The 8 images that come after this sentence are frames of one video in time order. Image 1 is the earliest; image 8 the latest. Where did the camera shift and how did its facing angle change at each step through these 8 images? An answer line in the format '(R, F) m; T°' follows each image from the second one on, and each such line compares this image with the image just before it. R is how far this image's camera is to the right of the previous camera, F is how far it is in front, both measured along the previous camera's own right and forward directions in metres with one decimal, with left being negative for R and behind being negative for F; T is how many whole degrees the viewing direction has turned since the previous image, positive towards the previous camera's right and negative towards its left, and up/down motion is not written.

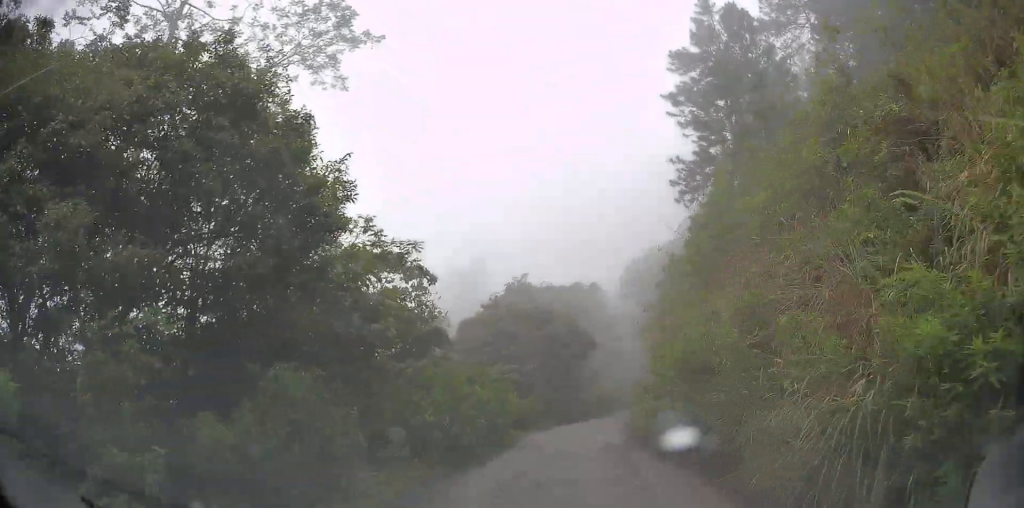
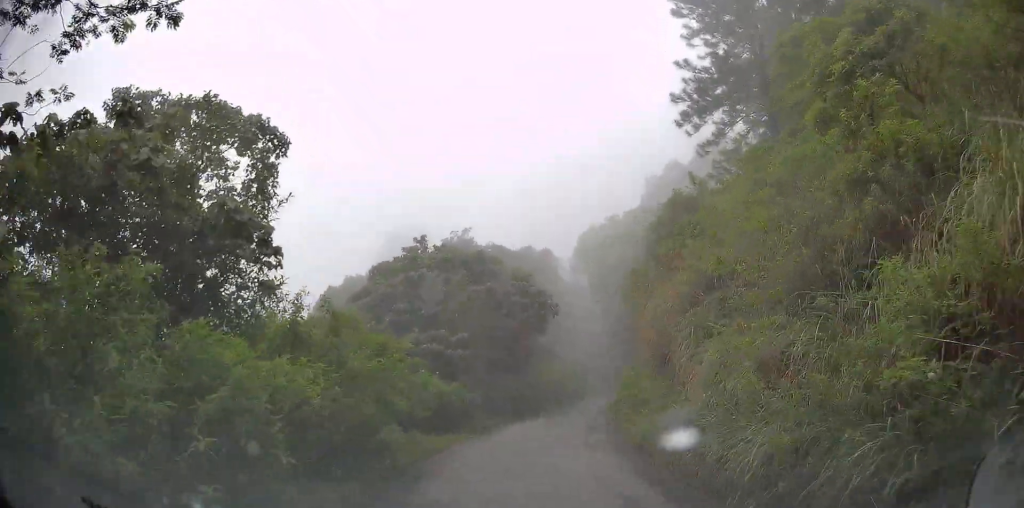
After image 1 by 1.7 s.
(+0.4, +10.6) m; +2°
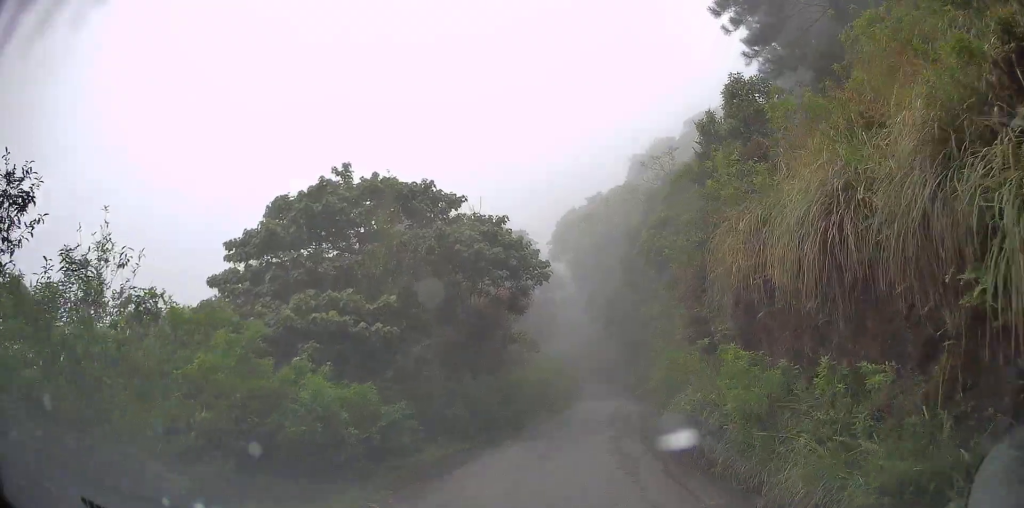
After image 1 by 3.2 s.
(0.0, +9.3) m; +6°
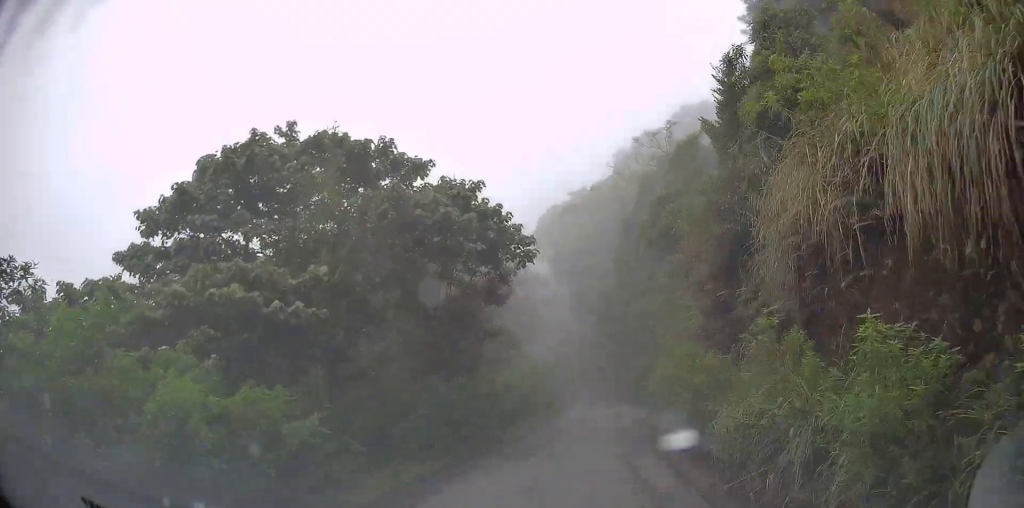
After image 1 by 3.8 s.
(+0.2, +3.3) m; +4°
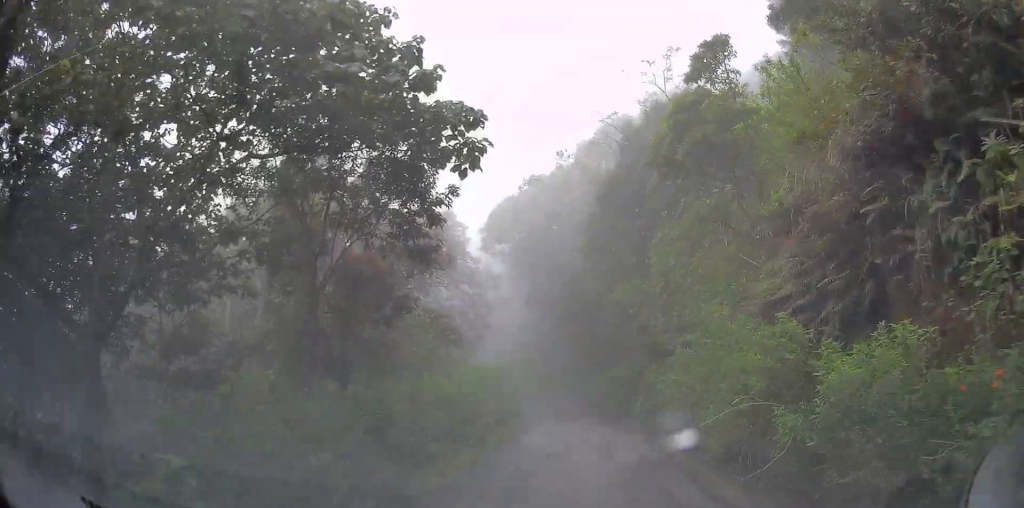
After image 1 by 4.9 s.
(+0.7, +7.0) m; +5°
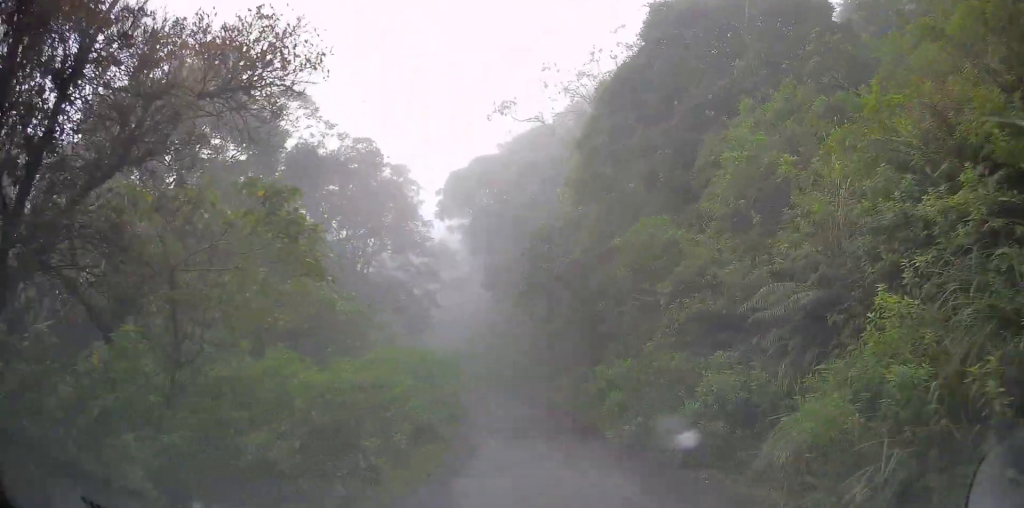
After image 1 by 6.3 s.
(-0.1, +8.6) m; -1°
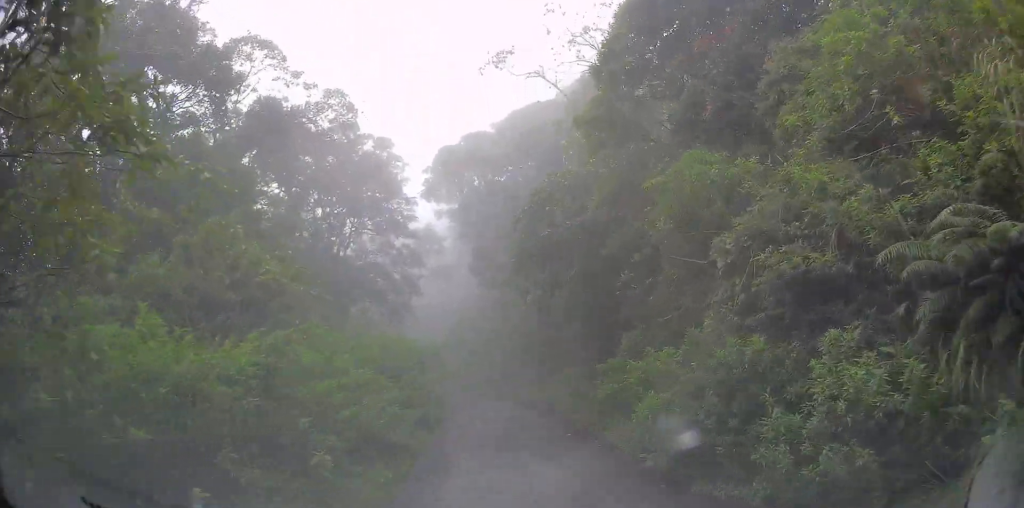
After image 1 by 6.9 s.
(0.0, +3.7) m; -1°
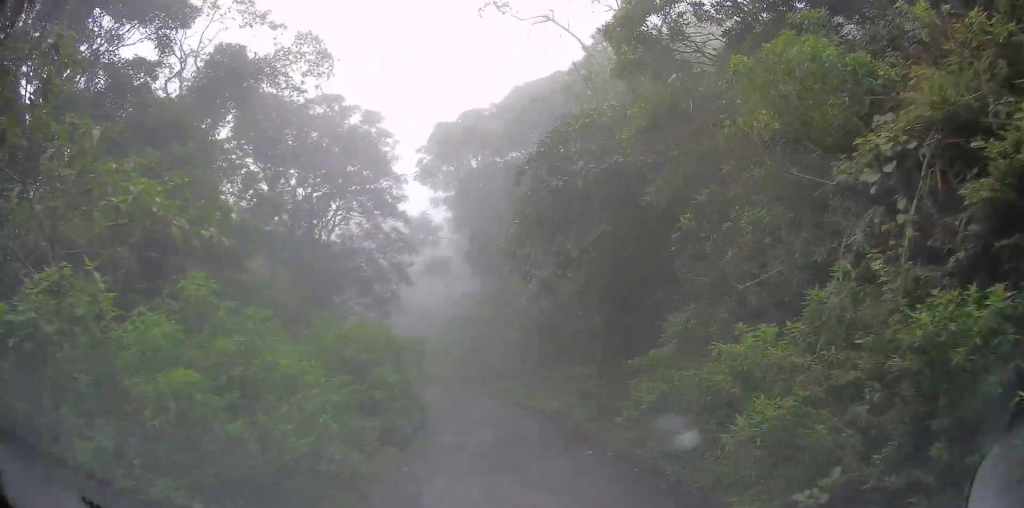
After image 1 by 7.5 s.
(0.0, +3.6) m; -1°
